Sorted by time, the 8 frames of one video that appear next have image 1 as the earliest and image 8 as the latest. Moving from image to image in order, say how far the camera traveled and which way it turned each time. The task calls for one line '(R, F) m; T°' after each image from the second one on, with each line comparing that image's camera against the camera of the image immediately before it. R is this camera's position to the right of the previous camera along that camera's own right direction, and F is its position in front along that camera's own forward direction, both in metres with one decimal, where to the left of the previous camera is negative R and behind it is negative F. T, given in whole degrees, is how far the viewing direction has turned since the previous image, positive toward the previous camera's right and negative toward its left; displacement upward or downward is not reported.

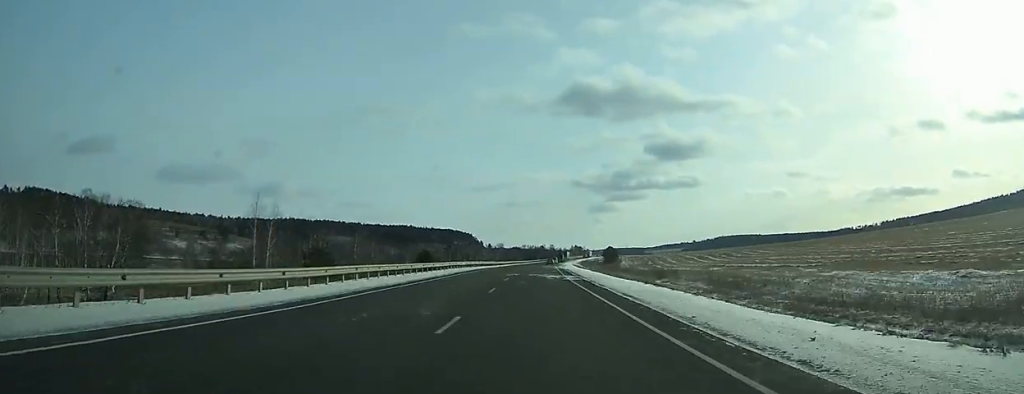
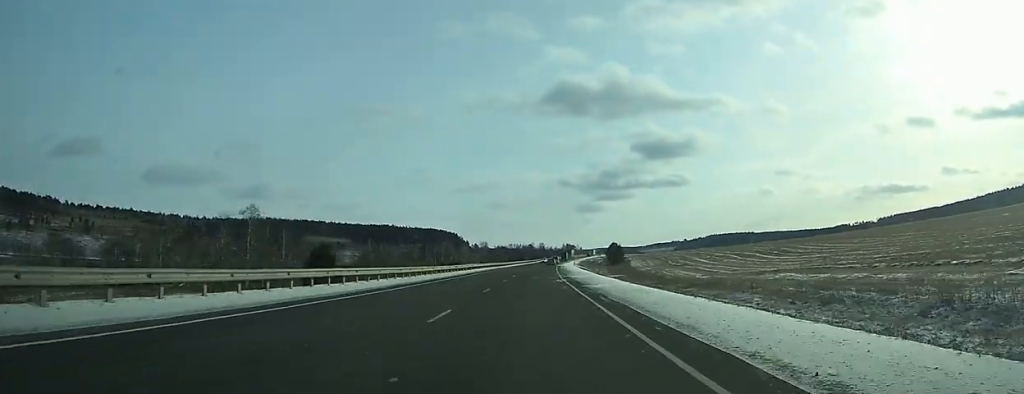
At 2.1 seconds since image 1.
(+0.2, +54.7) m; +1°
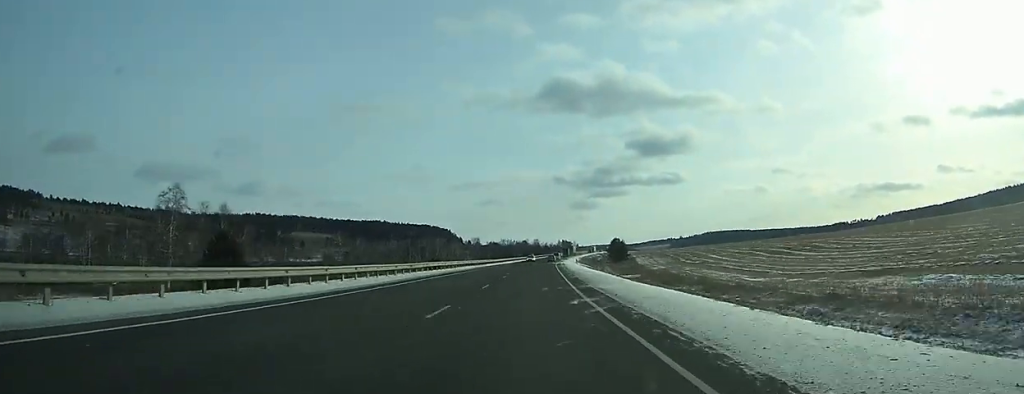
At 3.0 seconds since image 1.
(+0.2, +22.2) m; 0°
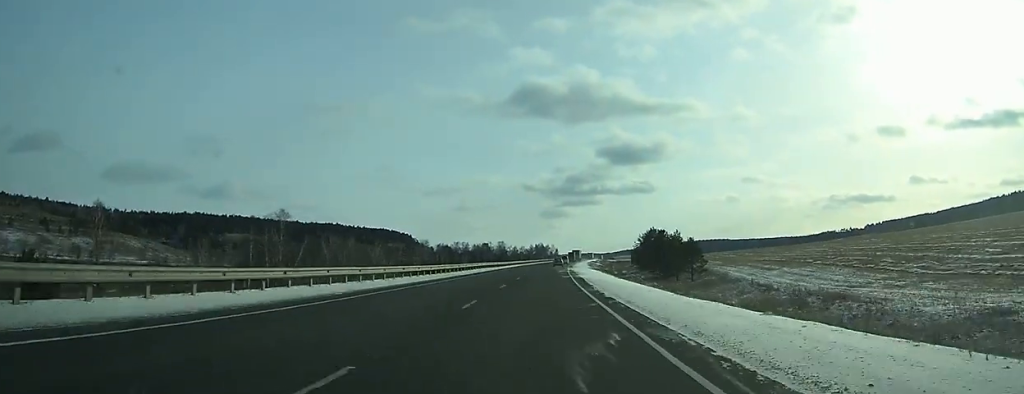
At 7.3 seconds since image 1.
(+2.3, +117.4) m; +3°
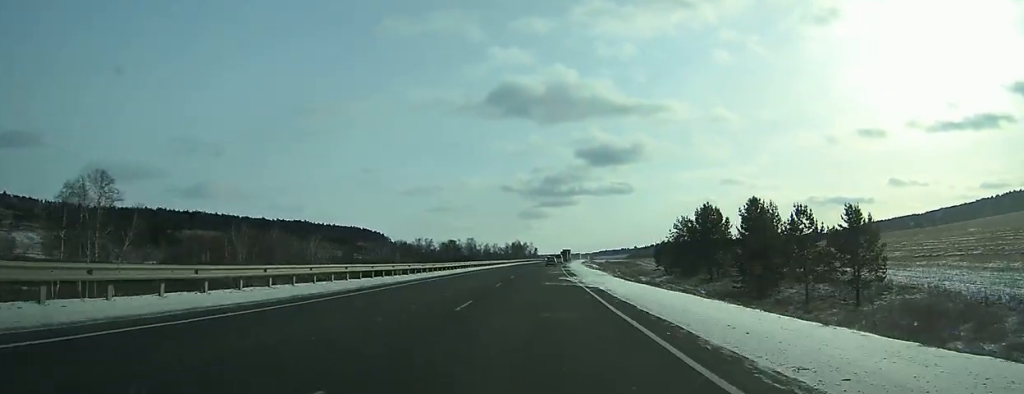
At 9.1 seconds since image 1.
(+1.1, +49.4) m; +2°
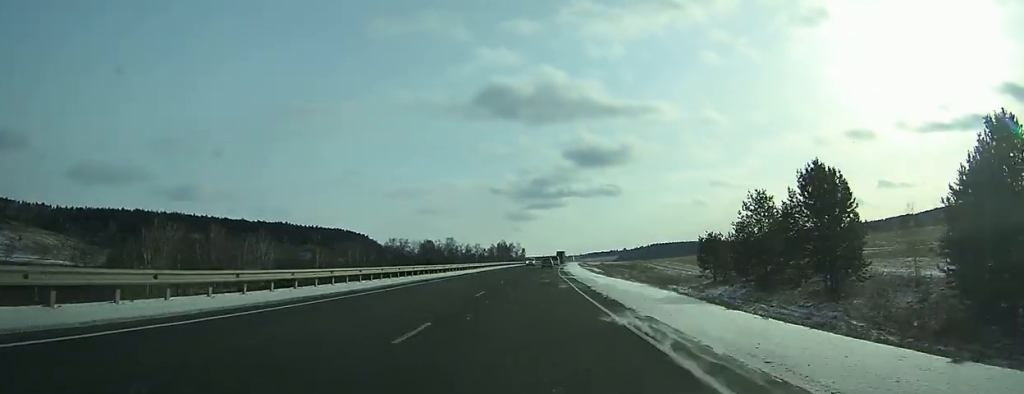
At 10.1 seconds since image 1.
(+0.3, +28.7) m; +1°
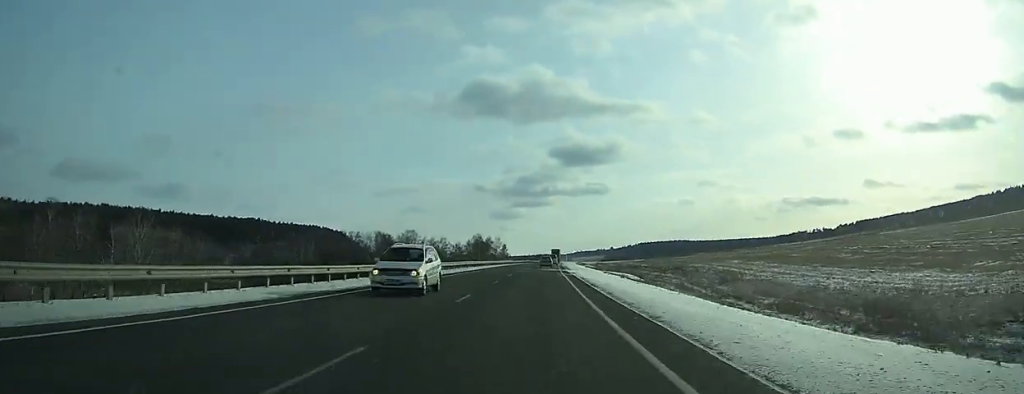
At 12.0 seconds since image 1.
(+0.7, +49.3) m; +2°
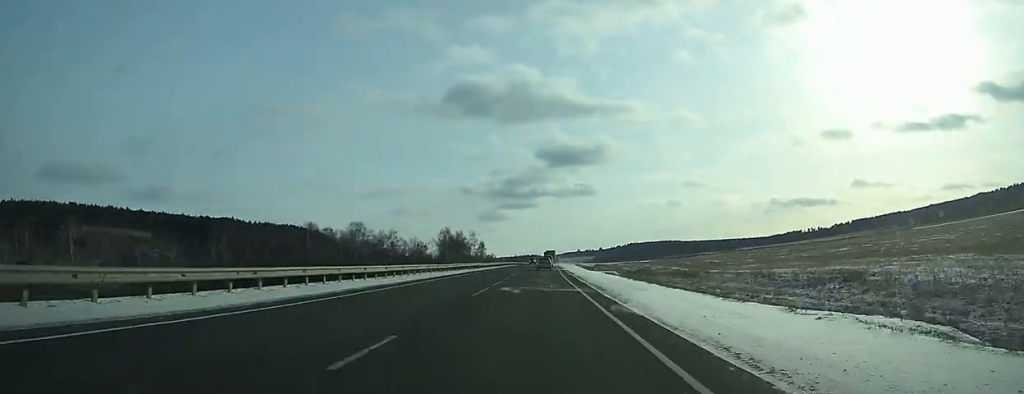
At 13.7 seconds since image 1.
(+0.4, +43.9) m; +1°
